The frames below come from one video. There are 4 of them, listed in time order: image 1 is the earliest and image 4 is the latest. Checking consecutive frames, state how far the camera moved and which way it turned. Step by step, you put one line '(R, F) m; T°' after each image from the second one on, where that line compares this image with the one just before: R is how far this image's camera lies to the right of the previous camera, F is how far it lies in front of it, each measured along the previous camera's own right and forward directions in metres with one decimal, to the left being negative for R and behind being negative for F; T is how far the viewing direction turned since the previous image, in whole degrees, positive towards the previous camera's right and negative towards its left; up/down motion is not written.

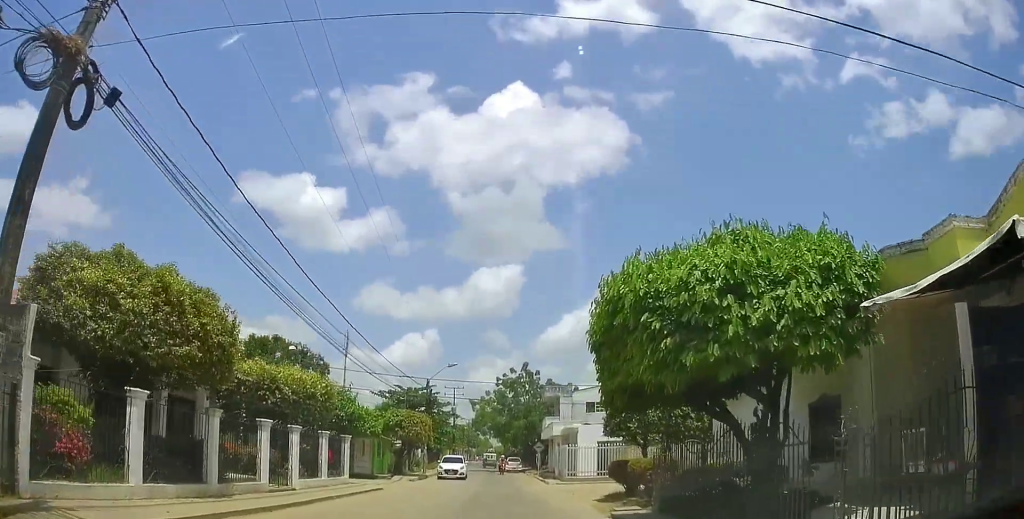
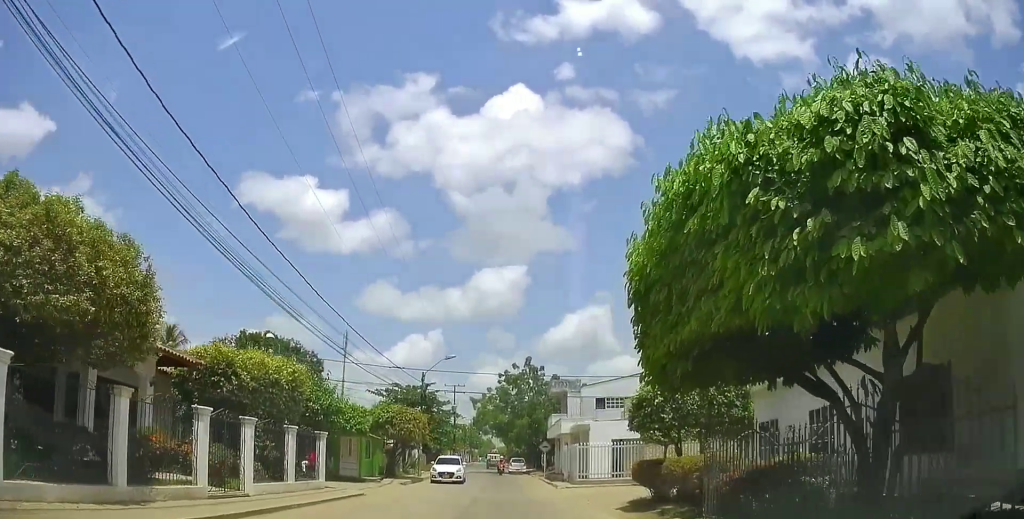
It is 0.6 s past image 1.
(-0.1, +3.3) m; -4°
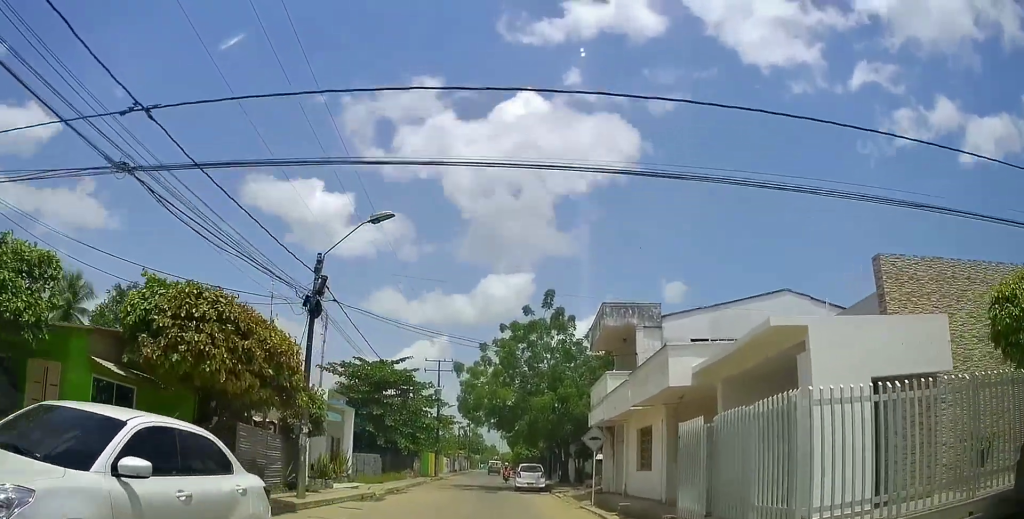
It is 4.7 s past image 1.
(+0.8, +21.2) m; 0°
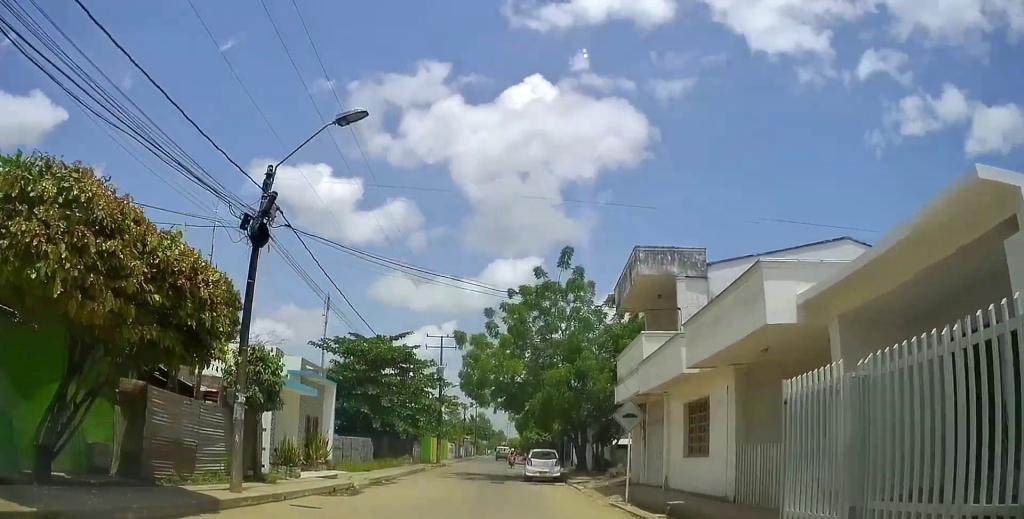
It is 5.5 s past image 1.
(-0.3, +4.5) m; -3°
